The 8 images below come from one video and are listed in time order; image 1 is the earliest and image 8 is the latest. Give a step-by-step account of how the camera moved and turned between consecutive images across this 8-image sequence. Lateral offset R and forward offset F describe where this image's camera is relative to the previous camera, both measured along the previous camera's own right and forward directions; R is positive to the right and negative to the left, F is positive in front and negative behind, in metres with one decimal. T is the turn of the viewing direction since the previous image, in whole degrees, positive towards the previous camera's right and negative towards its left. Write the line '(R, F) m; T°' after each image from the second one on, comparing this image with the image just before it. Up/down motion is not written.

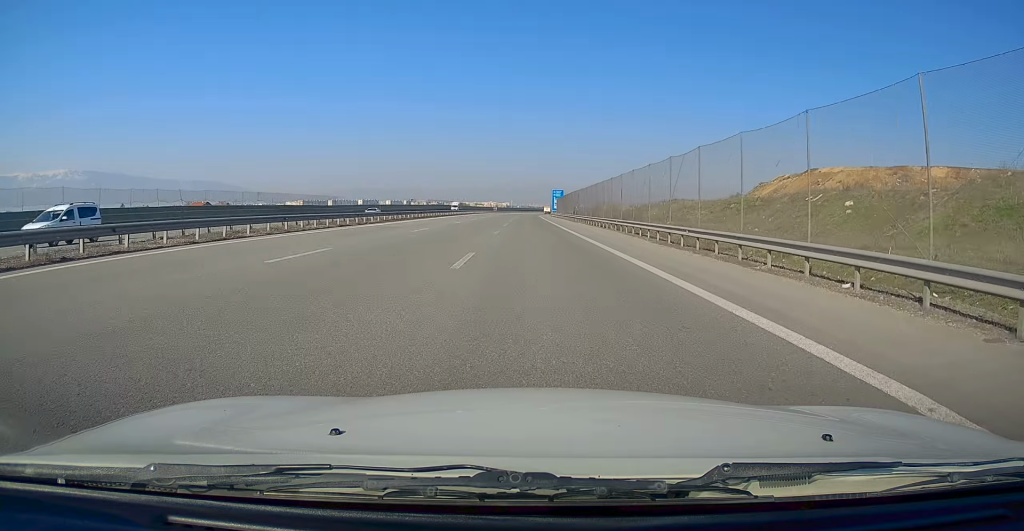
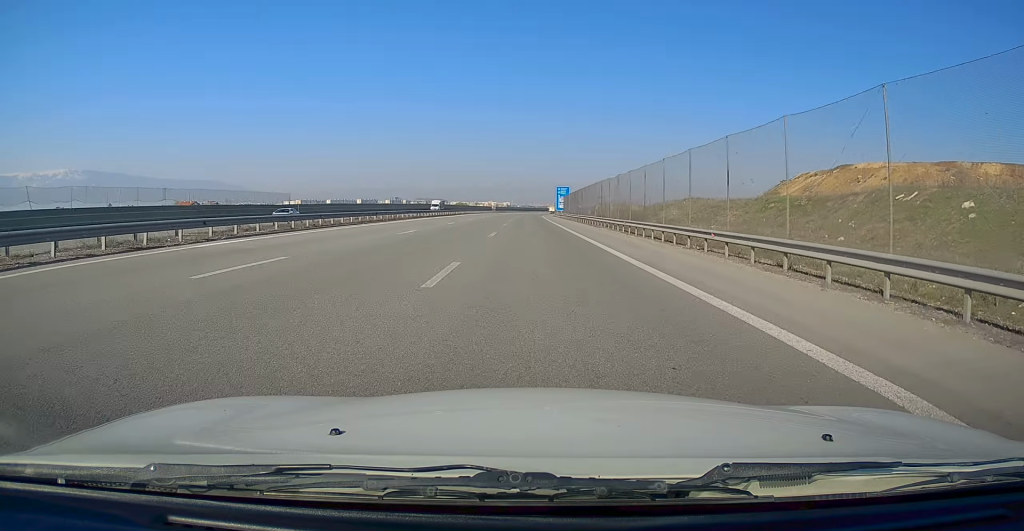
(+0.2, +18.9) m; 0°
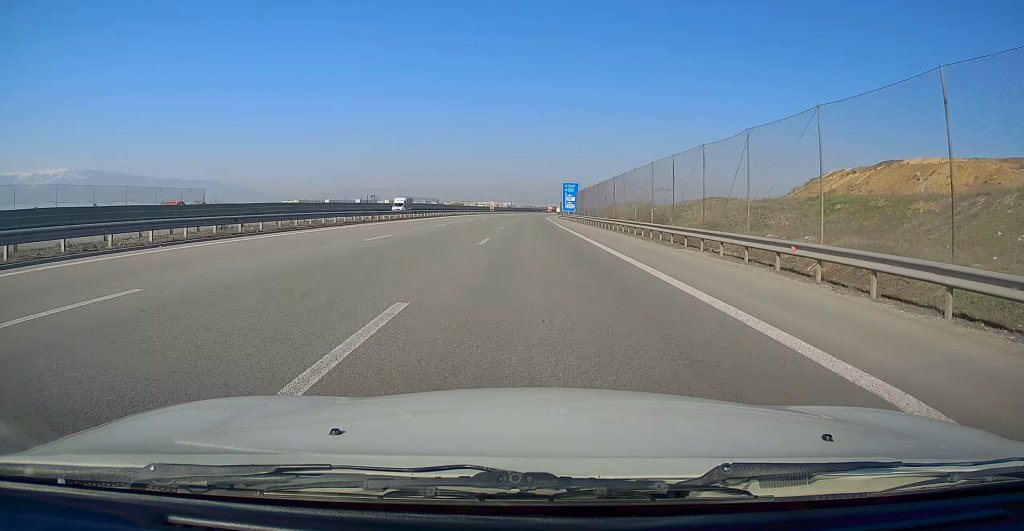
(0.0, +21.5) m; -1°
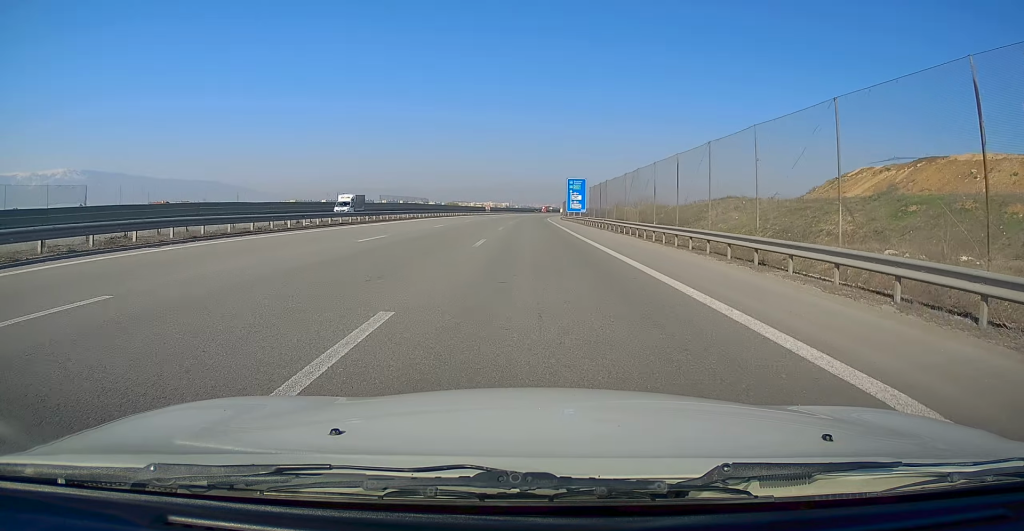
(-0.3, +16.6) m; 0°
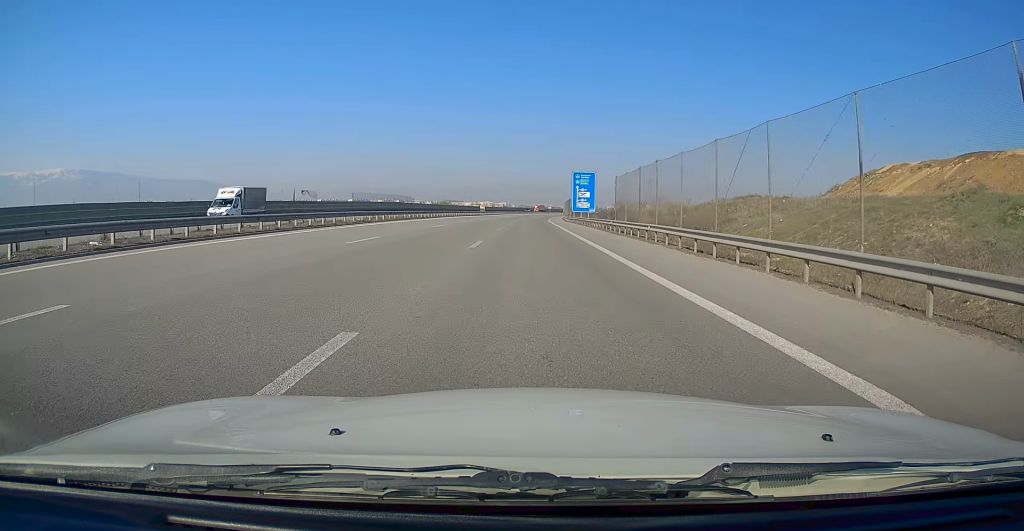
(+0.1, +16.7) m; 0°
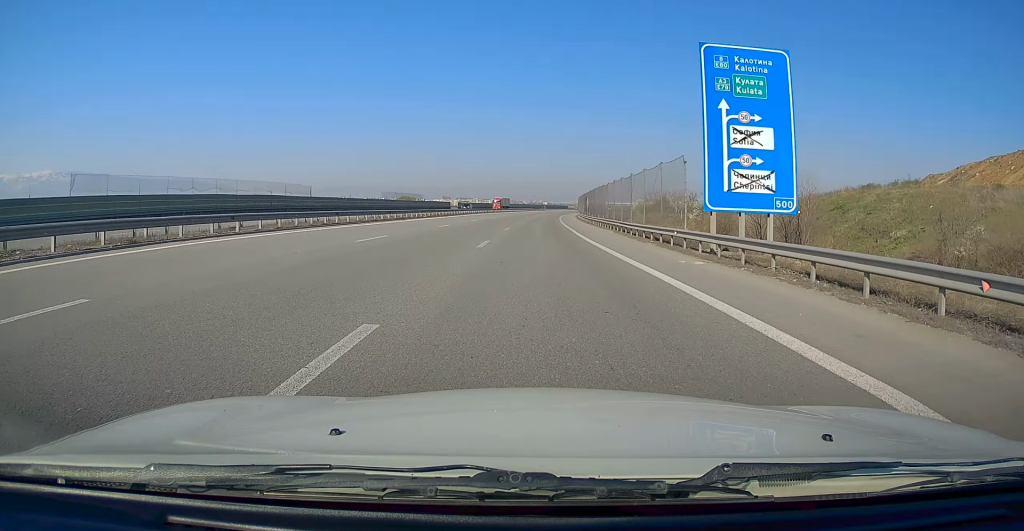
(+0.3, +63.8) m; +1°
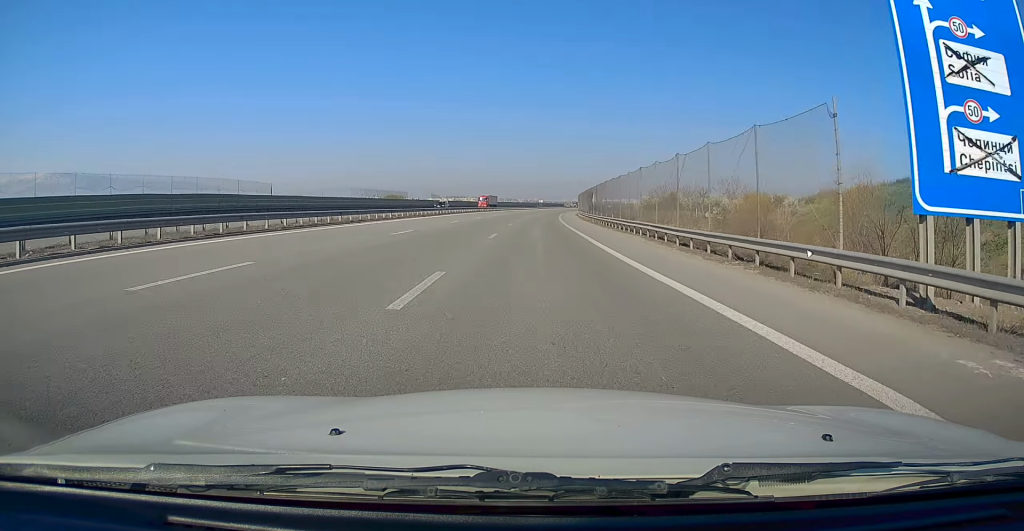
(0.0, +11.2) m; 0°
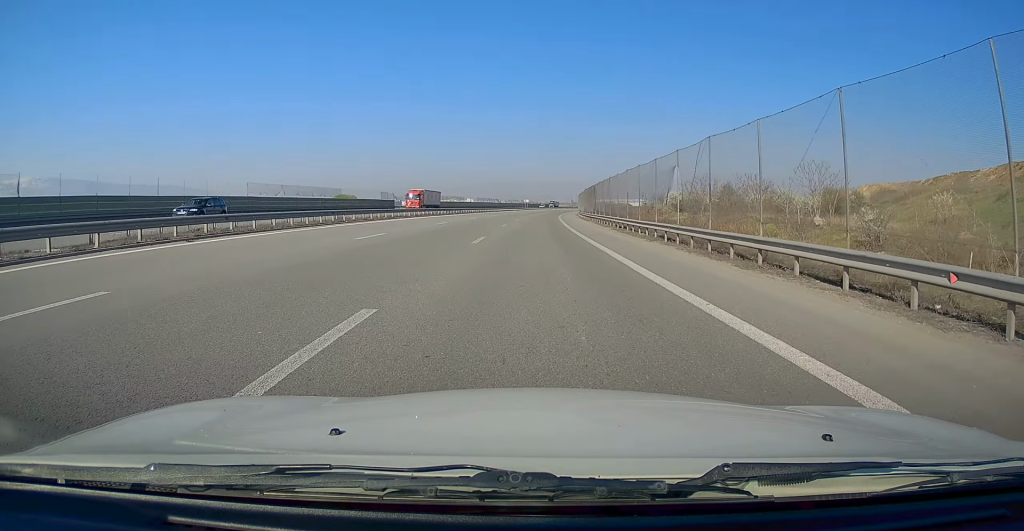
(0.0, +36.3) m; +1°
